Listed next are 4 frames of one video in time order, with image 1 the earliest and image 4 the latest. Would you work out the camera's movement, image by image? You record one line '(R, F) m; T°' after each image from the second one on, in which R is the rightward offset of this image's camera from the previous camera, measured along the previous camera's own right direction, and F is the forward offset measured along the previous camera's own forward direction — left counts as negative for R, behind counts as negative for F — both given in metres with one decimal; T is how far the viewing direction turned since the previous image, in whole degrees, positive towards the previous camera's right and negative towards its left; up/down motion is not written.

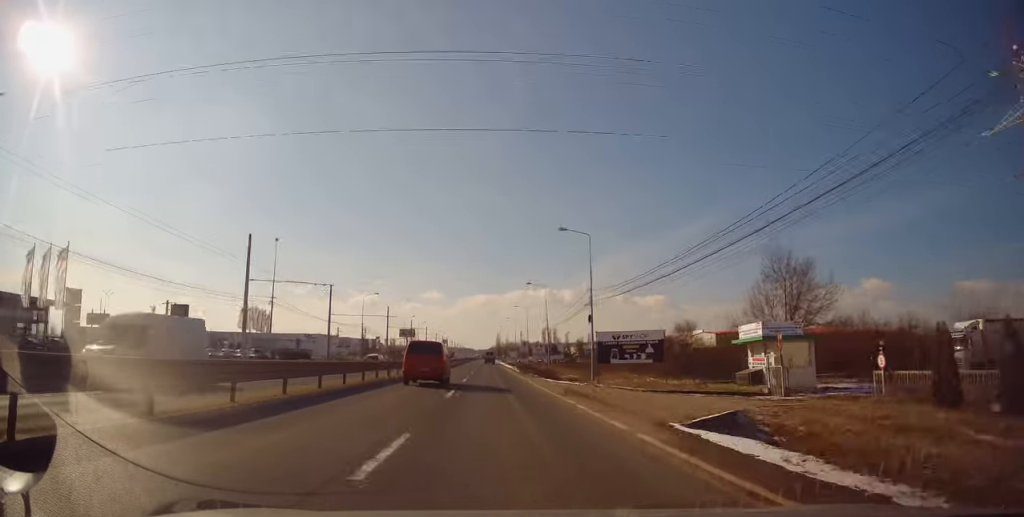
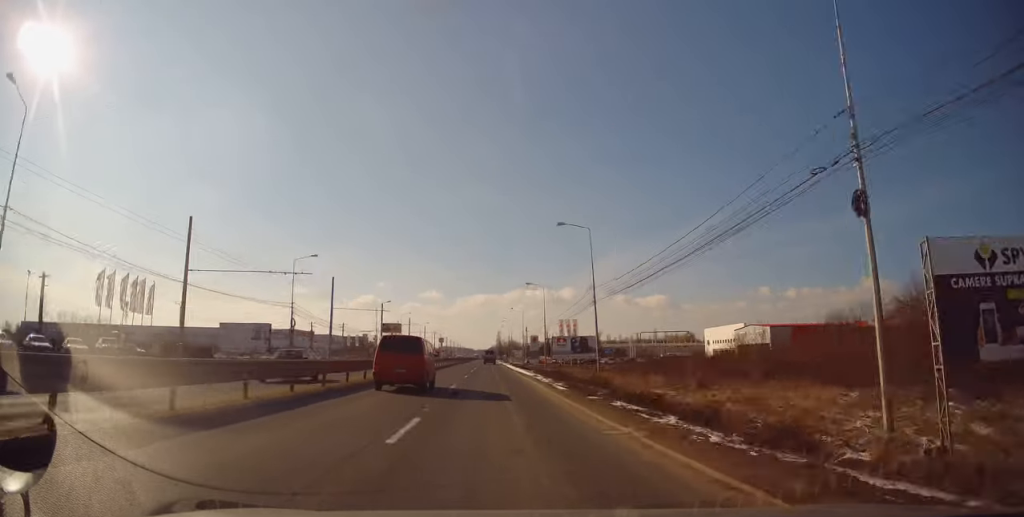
(+0.3, +32.5) m; +1°
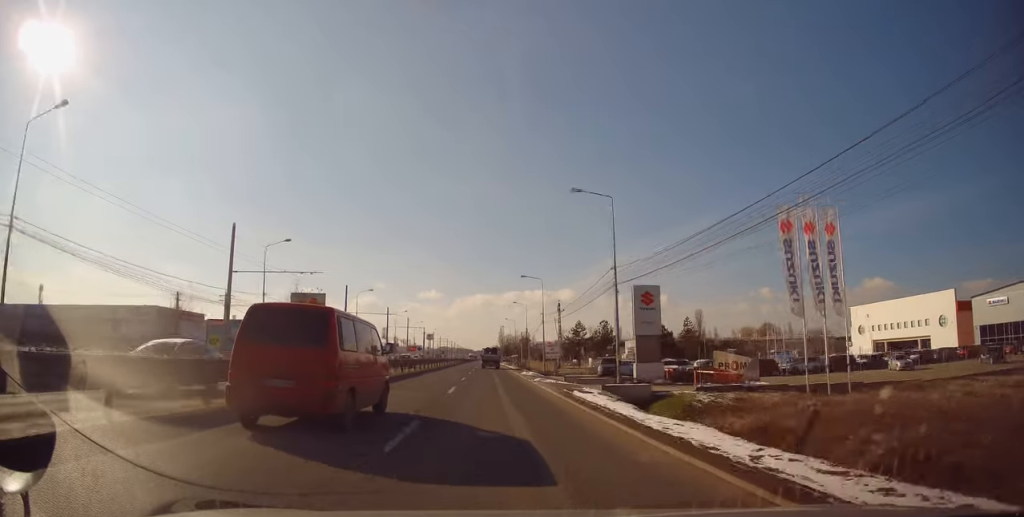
(-0.9, +83.2) m; 0°
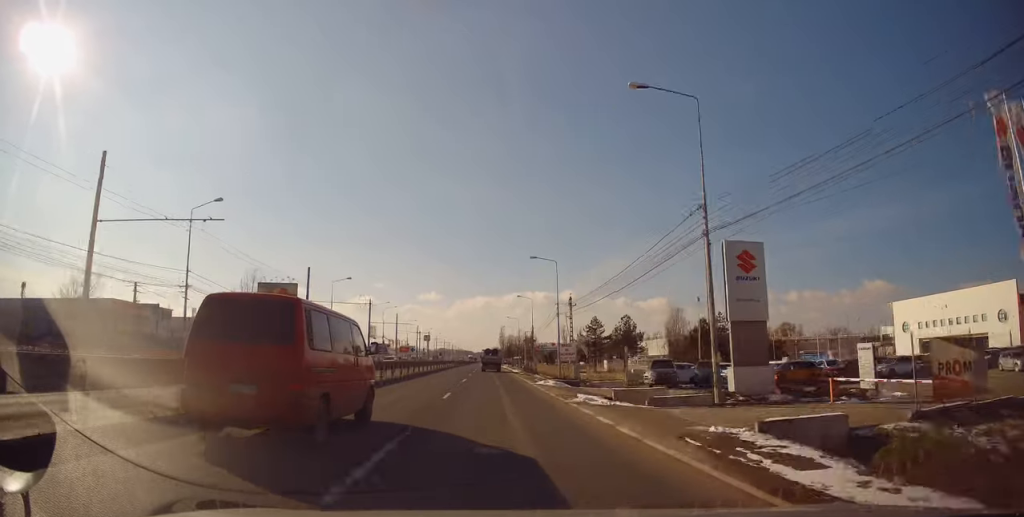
(+0.3, +14.2) m; 0°
